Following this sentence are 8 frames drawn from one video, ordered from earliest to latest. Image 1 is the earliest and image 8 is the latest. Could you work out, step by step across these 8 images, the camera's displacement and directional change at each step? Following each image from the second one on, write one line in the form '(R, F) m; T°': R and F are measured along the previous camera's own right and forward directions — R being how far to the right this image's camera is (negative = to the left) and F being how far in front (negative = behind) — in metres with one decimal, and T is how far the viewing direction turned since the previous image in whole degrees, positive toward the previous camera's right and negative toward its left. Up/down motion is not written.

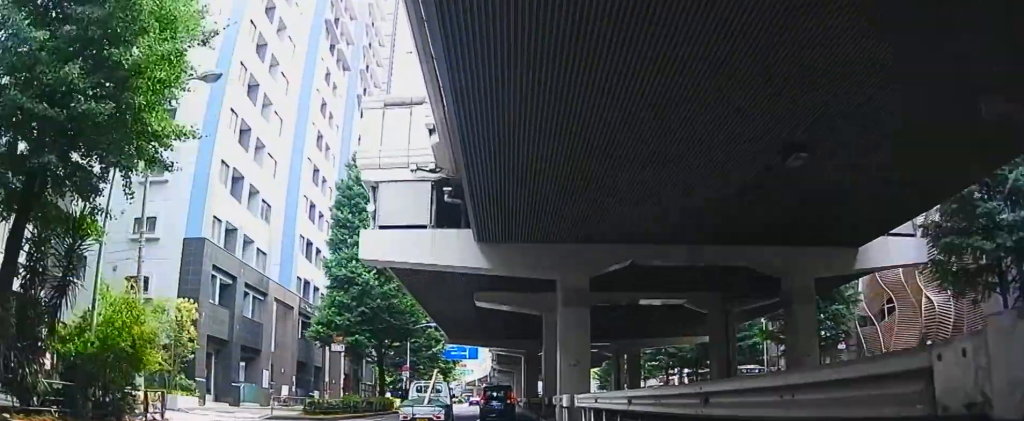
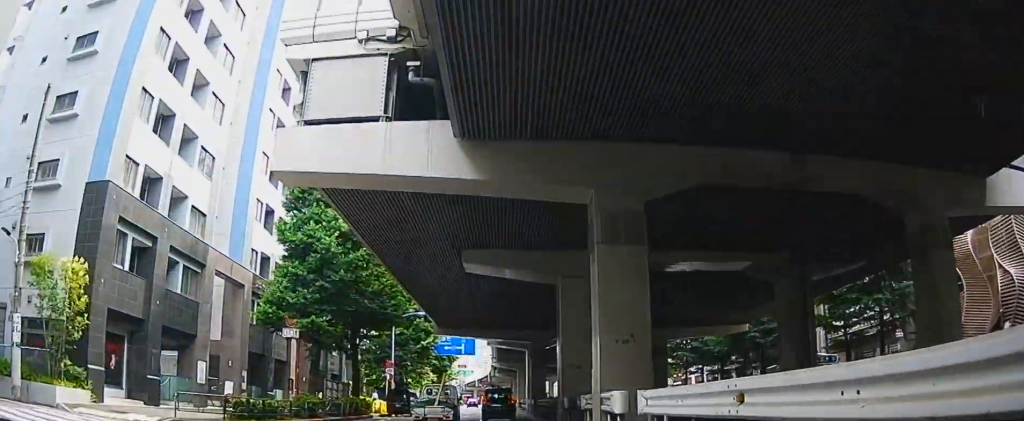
(-0.6, +9.2) m; -3°
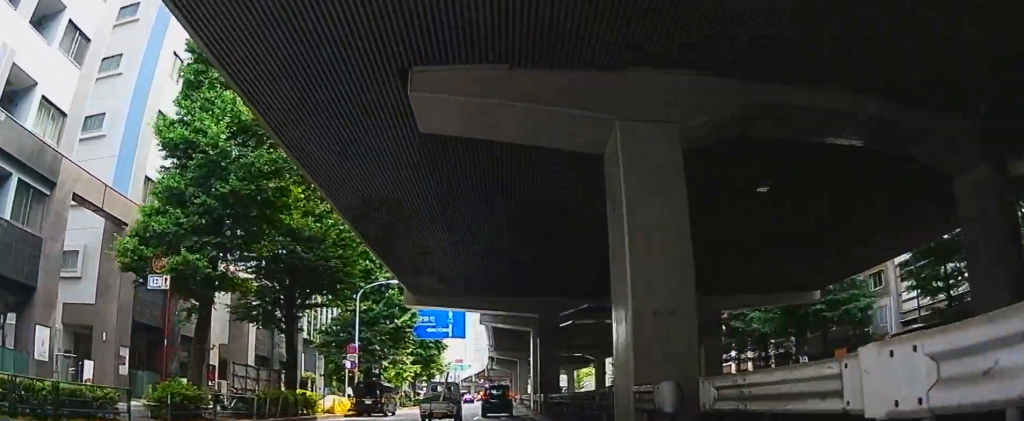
(-0.2, +14.3) m; +2°
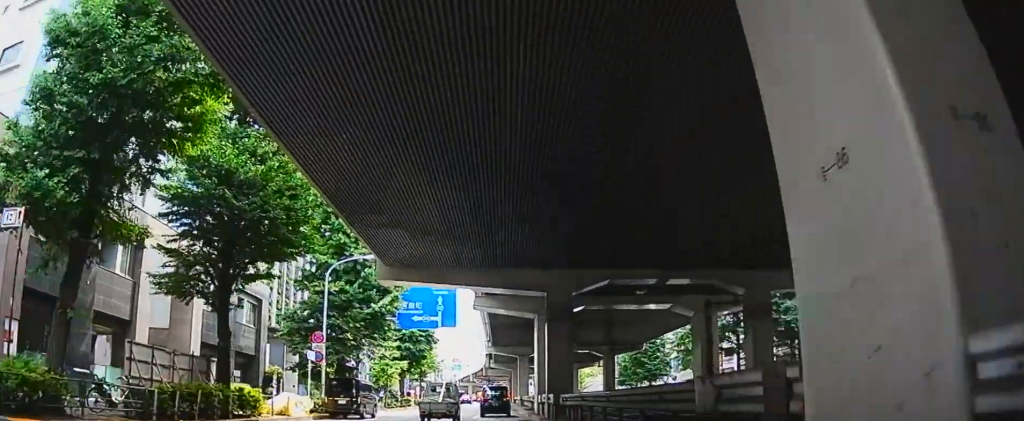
(+0.4, +8.3) m; 0°
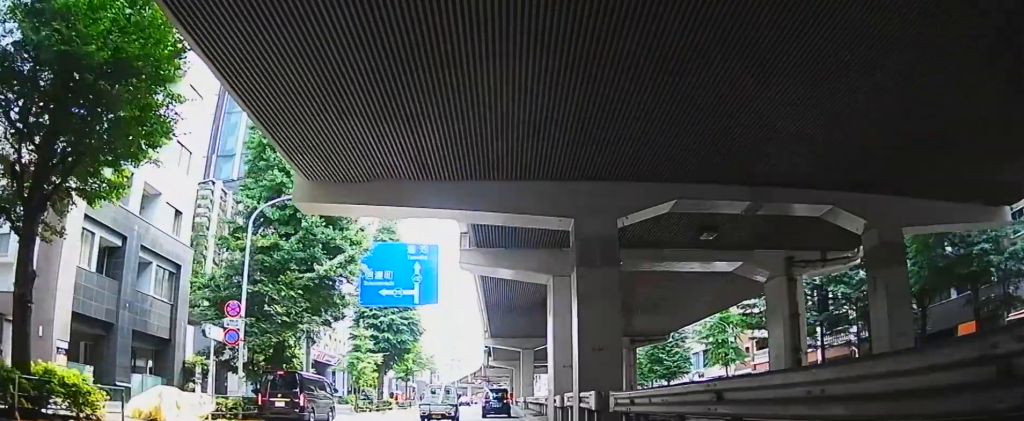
(-0.1, +12.2) m; +1°
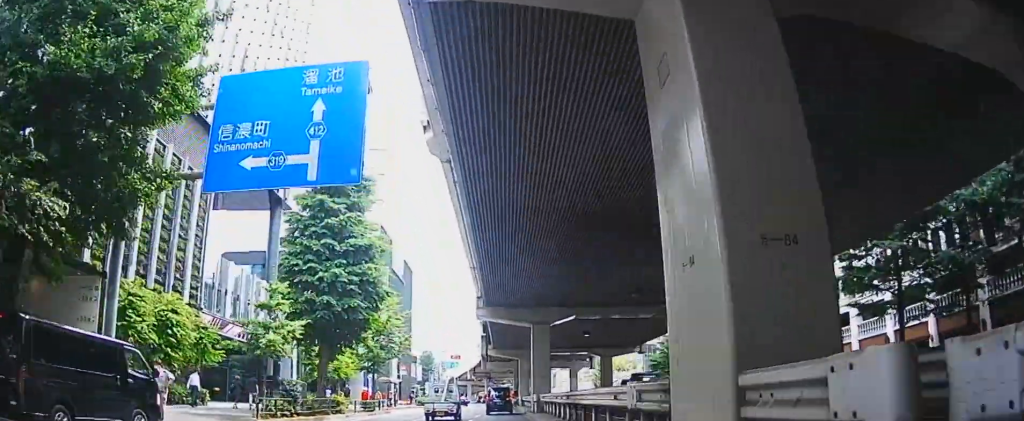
(+0.7, +17.2) m; +2°
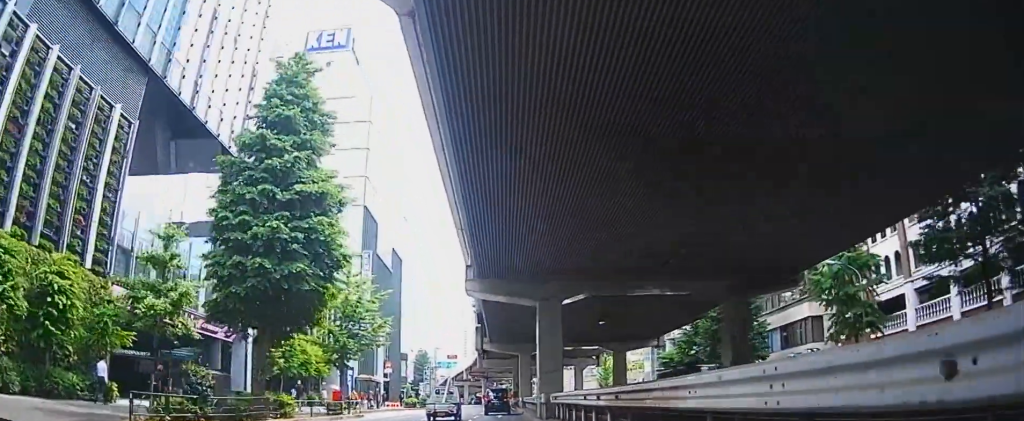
(-0.7, +8.7) m; +2°
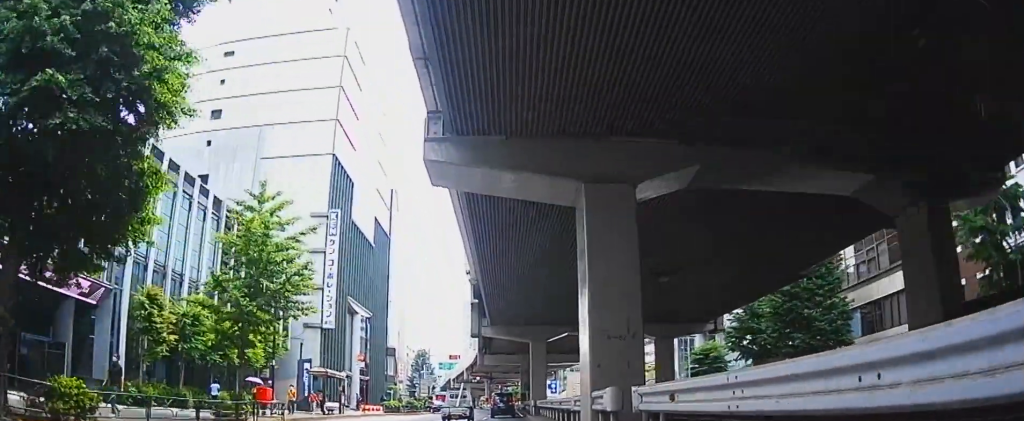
(+1.9, +14.6) m; +13°
